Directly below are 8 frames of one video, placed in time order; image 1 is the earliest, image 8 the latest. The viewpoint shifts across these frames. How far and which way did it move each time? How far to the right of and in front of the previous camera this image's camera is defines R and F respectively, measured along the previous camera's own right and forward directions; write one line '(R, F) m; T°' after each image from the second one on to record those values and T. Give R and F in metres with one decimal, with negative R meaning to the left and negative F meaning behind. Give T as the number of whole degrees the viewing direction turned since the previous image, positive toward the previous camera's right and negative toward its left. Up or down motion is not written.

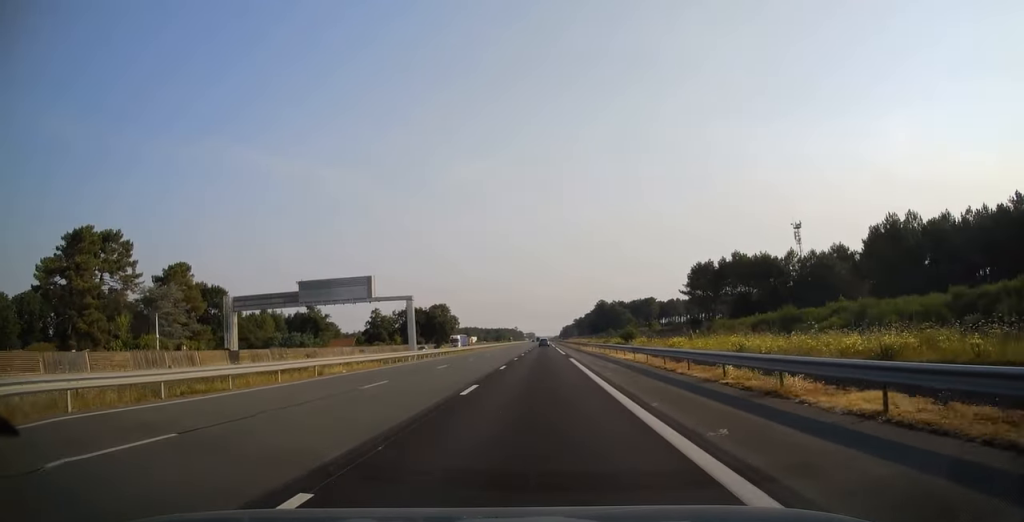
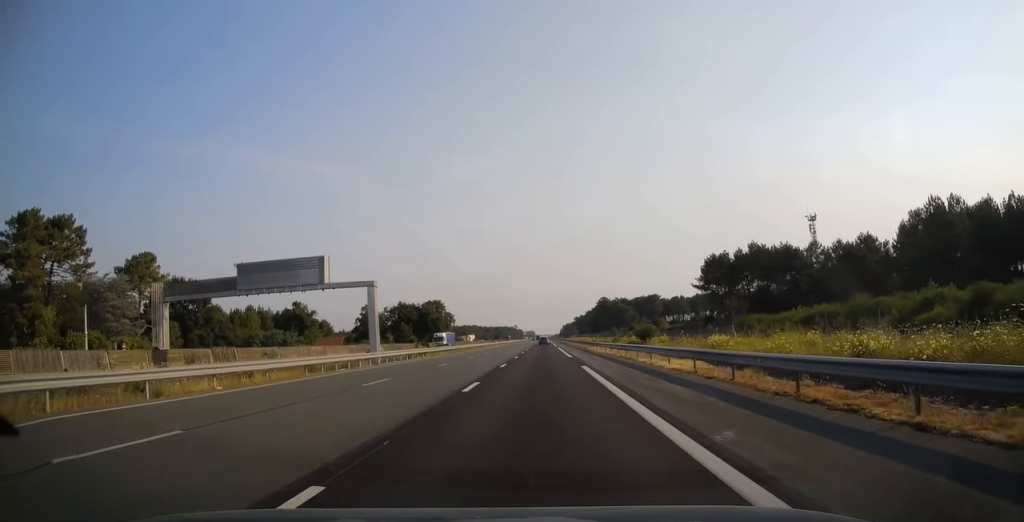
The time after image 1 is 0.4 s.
(0.0, +12.8) m; 0°
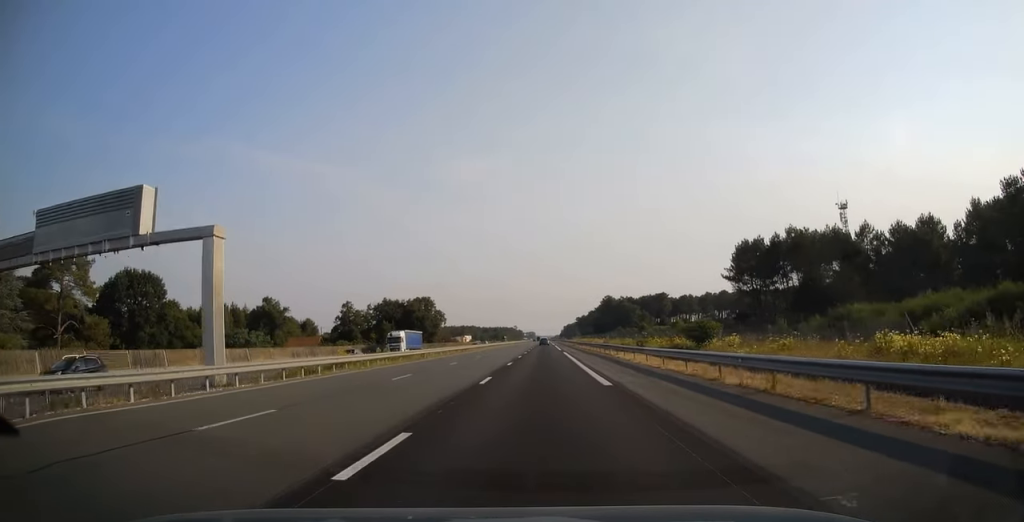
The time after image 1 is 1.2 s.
(0.0, +22.6) m; 0°
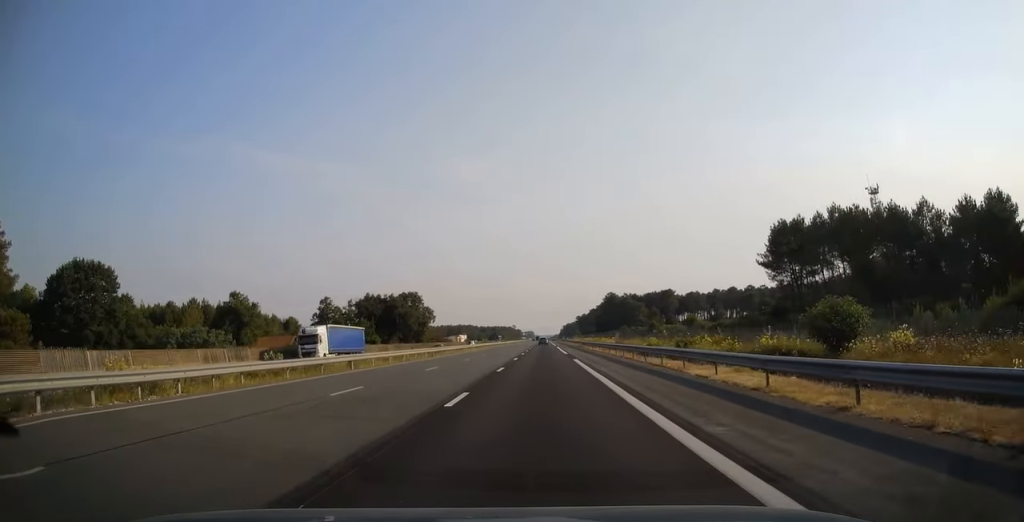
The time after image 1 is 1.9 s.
(0.0, +19.6) m; 0°
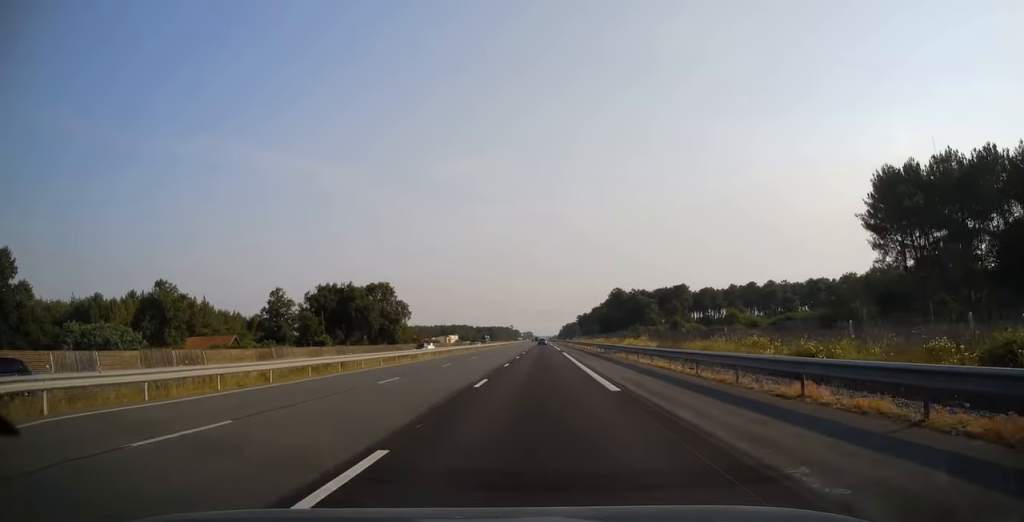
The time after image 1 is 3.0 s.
(0.0, +34.0) m; 0°
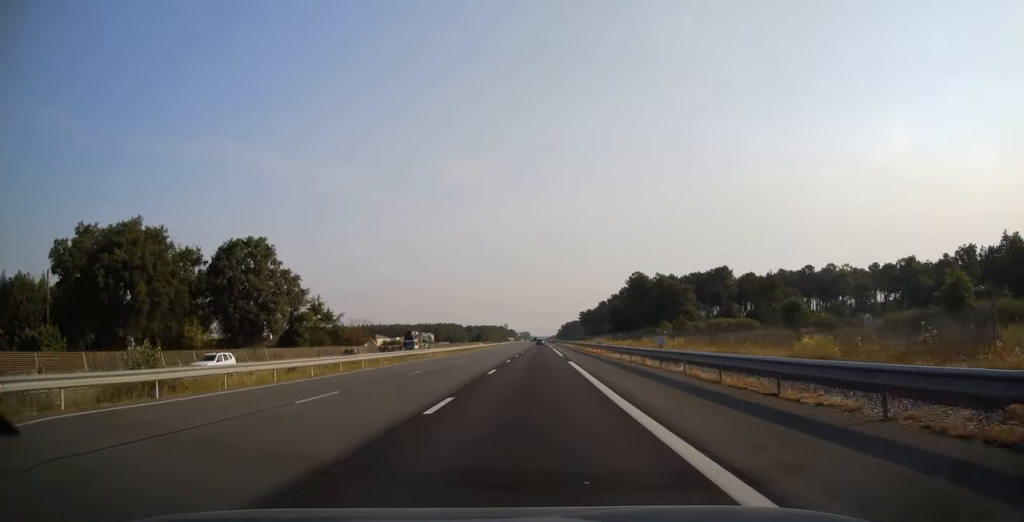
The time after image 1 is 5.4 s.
(+0.1, +71.5) m; 0°
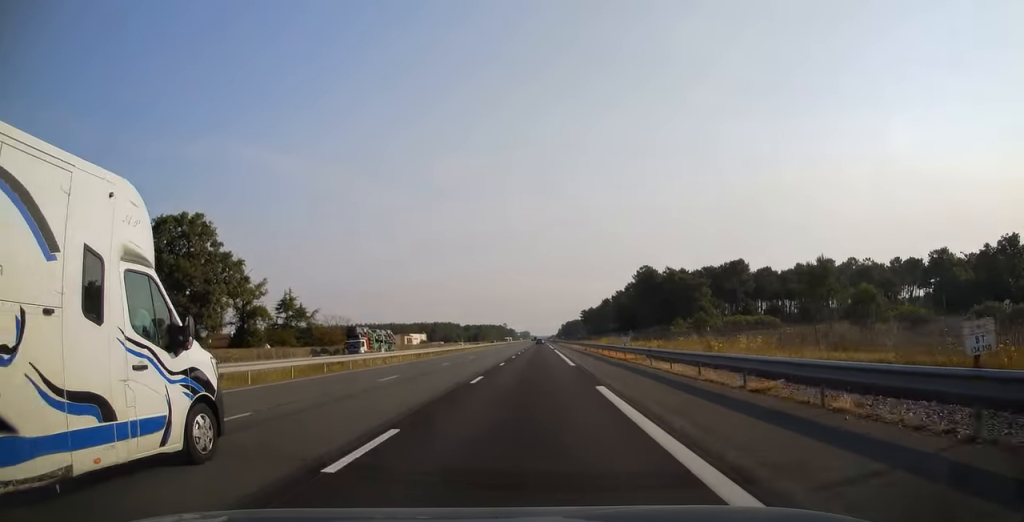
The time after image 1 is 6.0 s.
(0.0, +18.2) m; 0°
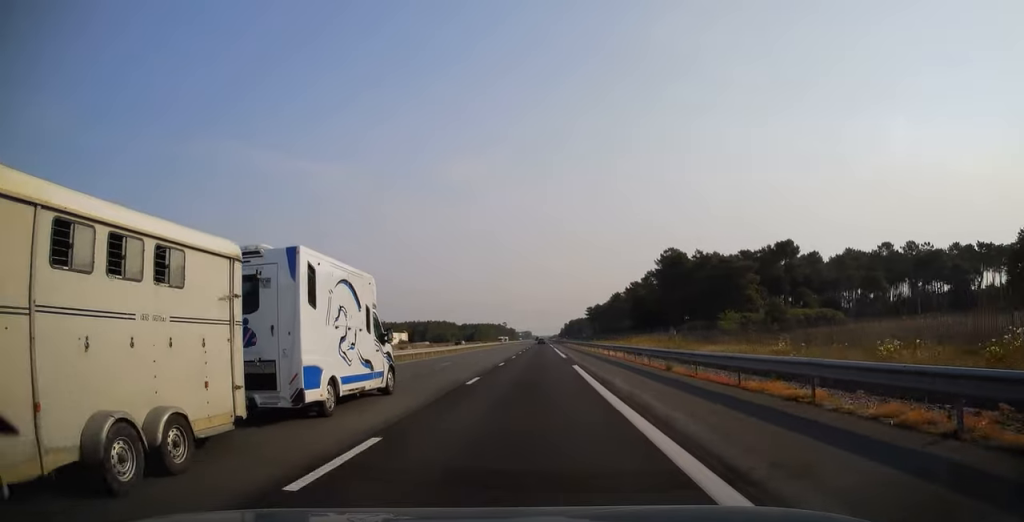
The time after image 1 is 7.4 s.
(-0.1, +39.9) m; 0°
